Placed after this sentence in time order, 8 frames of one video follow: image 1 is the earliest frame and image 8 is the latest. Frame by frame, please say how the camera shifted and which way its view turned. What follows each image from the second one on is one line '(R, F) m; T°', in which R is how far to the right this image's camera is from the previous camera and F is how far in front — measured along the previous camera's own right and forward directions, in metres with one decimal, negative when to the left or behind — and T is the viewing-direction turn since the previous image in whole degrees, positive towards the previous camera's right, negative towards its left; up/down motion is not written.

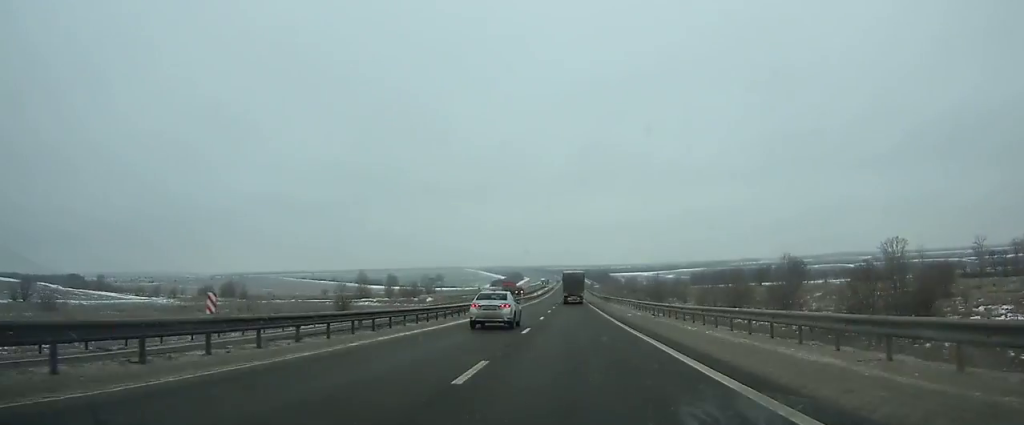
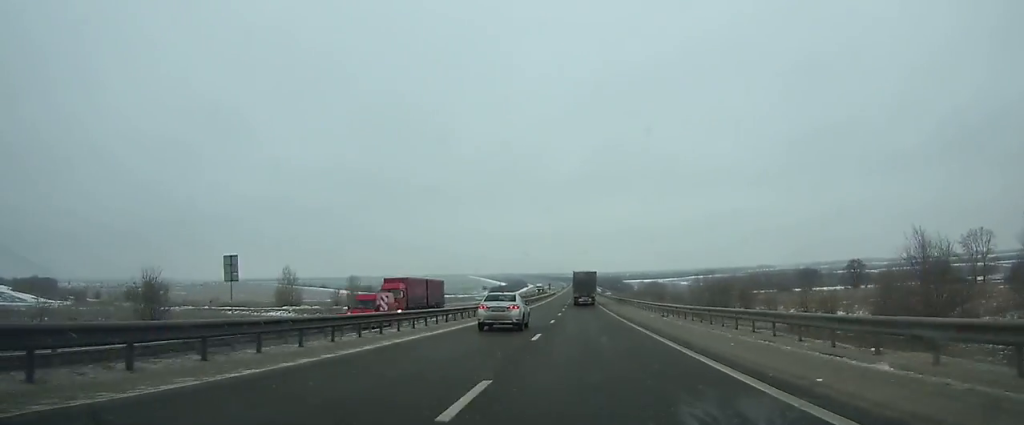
(-0.2, +62.2) m; 0°
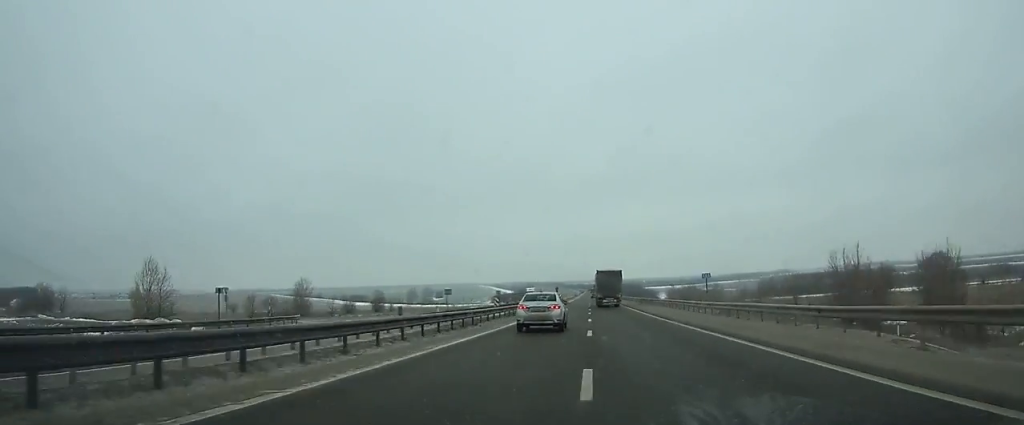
(-0.2, +59.7) m; 0°
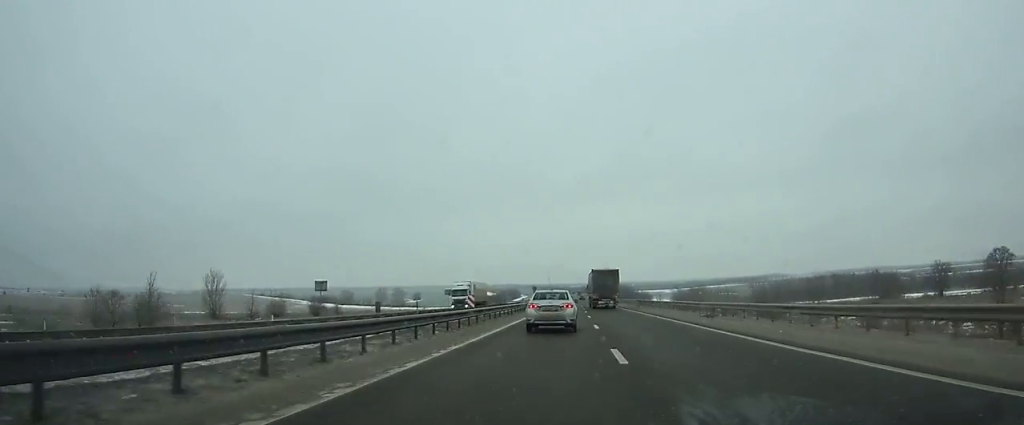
(-0.1, +44.1) m; 0°
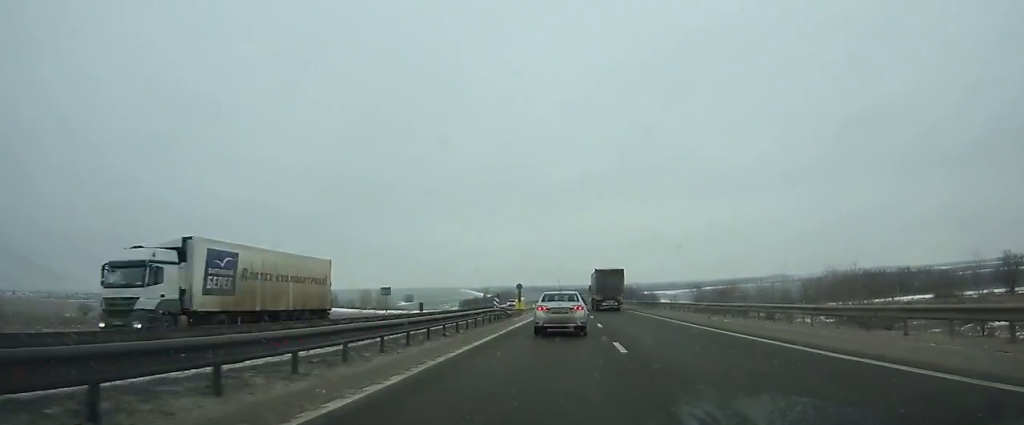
(+0.1, +33.2) m; 0°
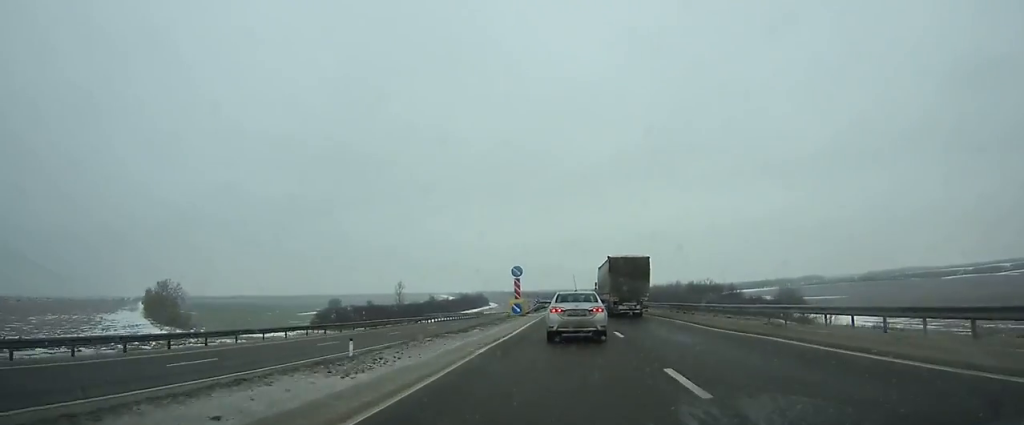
(+0.7, +222.3) m; 0°
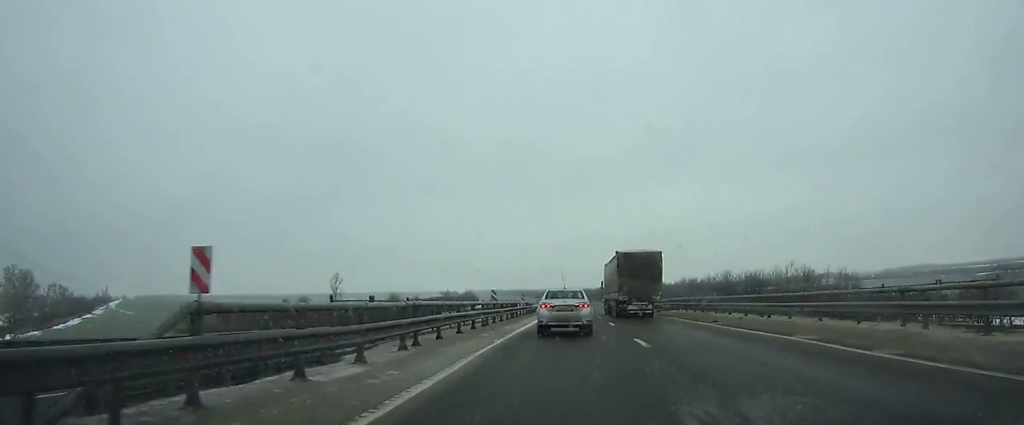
(0.0, +66.4) m; 0°
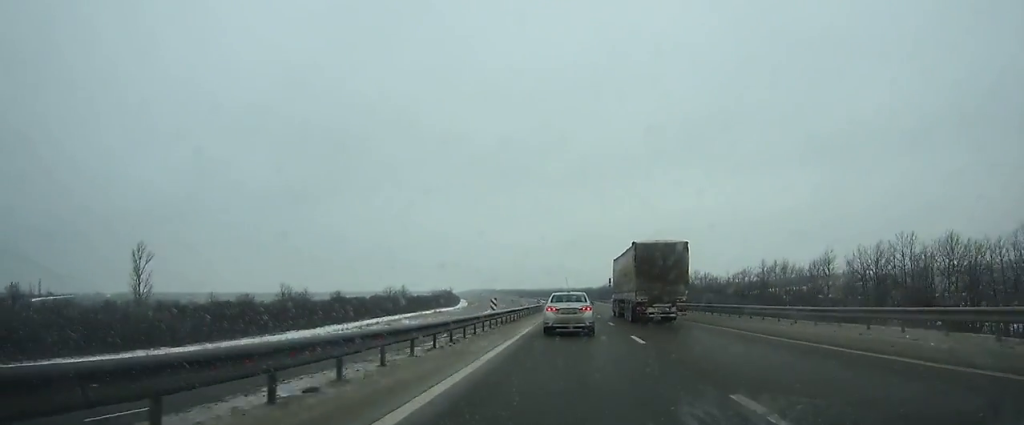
(+0.2, +81.8) m; 0°
